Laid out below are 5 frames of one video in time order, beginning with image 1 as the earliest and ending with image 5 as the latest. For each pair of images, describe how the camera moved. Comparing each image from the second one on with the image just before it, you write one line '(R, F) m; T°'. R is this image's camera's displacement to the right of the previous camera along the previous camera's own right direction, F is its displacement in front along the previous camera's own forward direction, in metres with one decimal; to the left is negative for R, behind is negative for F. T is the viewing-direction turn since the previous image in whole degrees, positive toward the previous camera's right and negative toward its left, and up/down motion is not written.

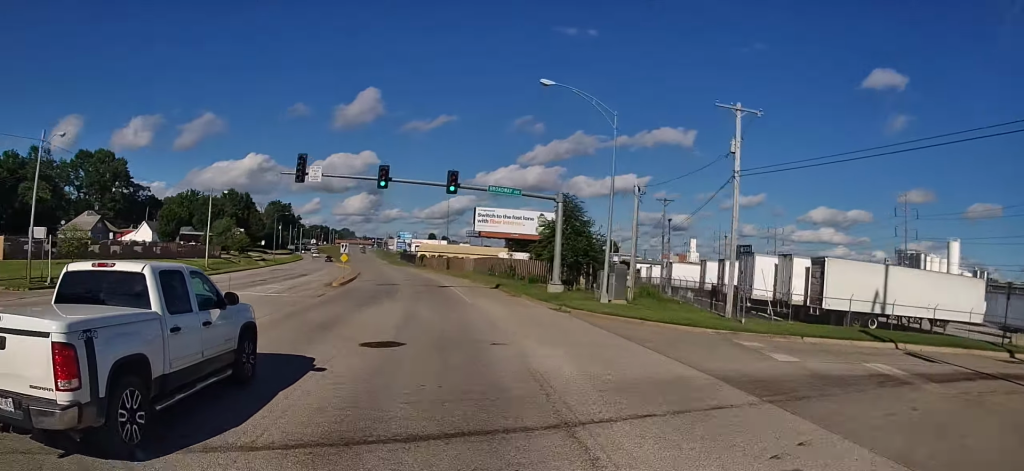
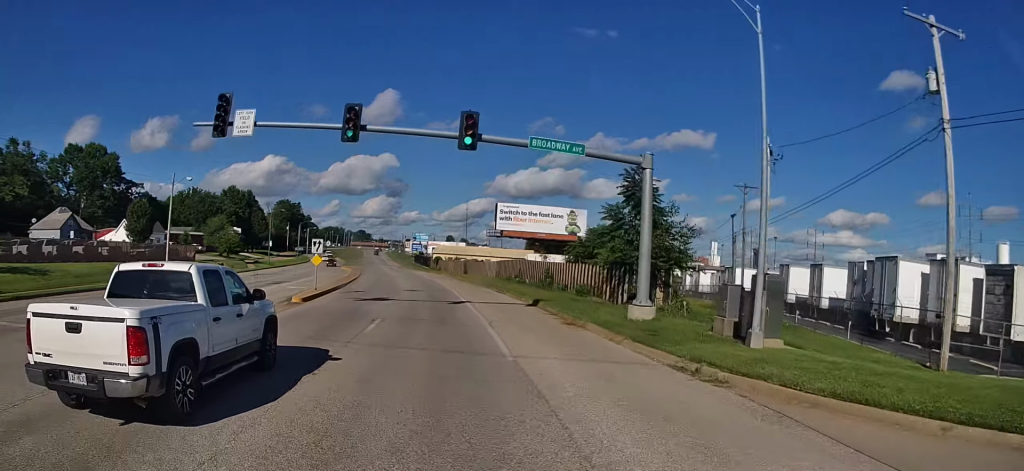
(+0.1, +12.6) m; -1°
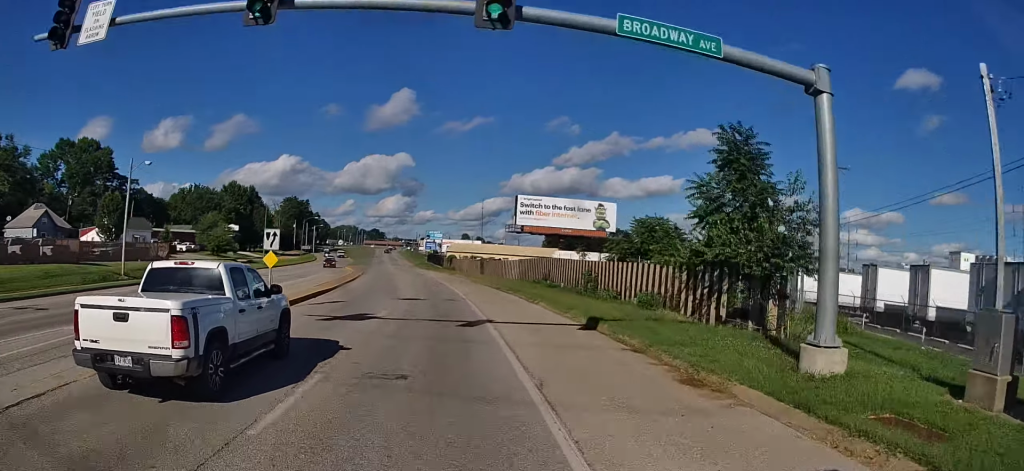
(0.0, +9.4) m; -2°
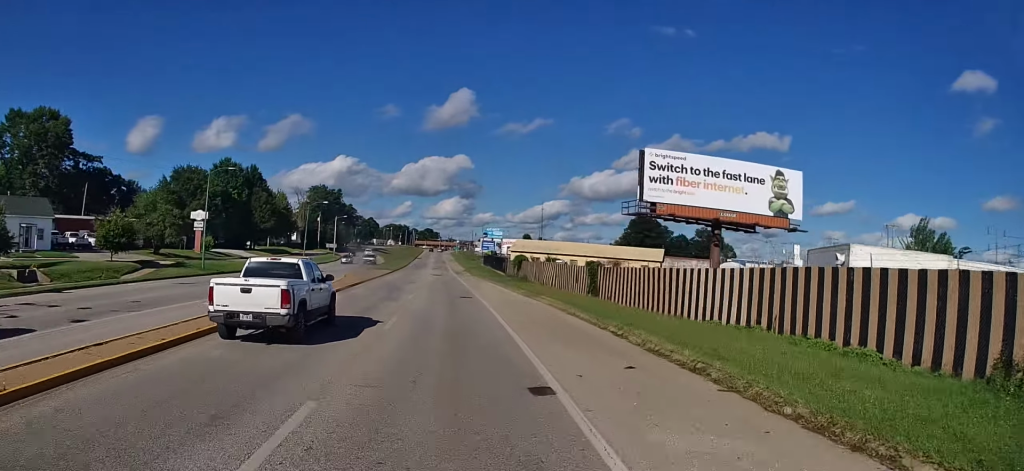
(-3.3, +37.0) m; -8°
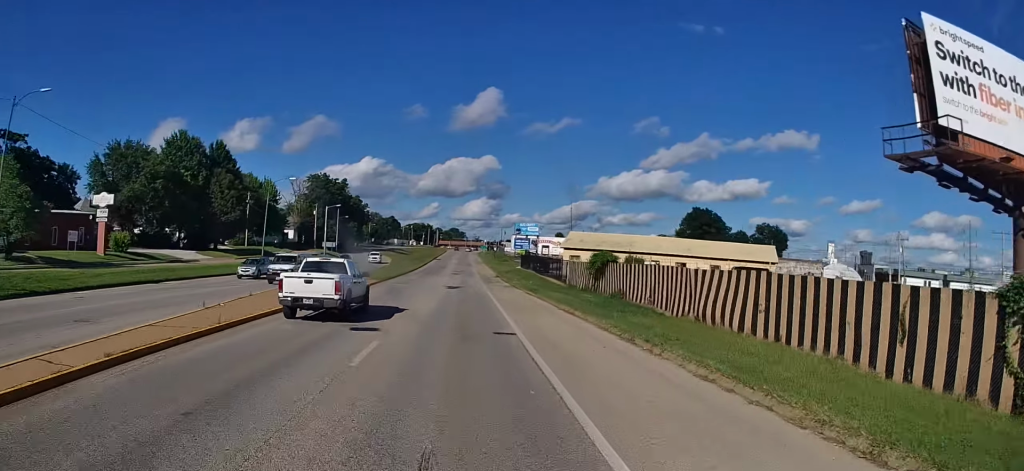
(-0.7, +30.0) m; -4°
